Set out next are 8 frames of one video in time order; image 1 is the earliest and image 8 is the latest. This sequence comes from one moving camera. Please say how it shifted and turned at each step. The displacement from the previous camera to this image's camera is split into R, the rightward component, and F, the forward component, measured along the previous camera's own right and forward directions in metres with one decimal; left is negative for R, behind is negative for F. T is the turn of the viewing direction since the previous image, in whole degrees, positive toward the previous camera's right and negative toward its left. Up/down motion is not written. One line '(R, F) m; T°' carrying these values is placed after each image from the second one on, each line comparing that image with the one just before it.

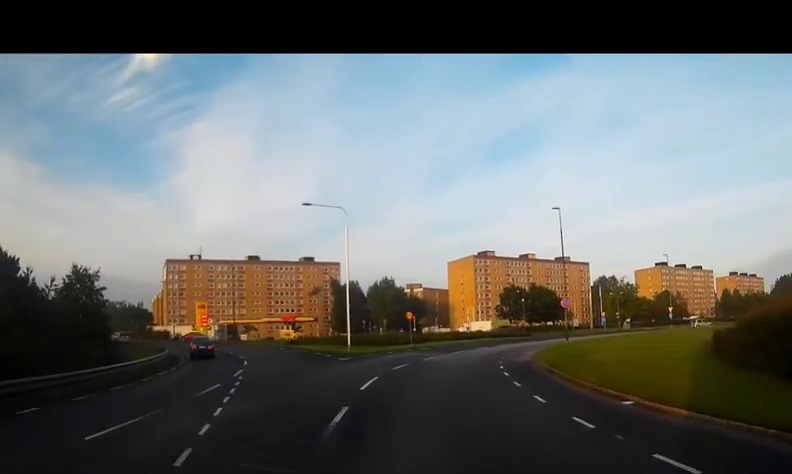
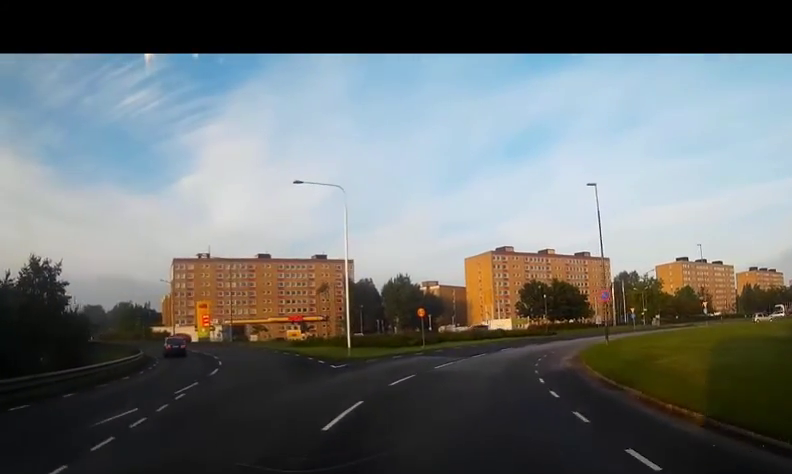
(-0.3, +5.8) m; 0°
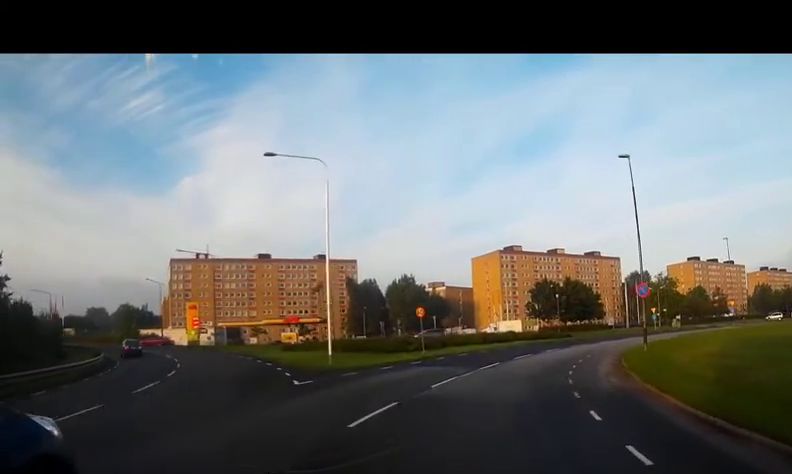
(0.0, +5.7) m; +2°
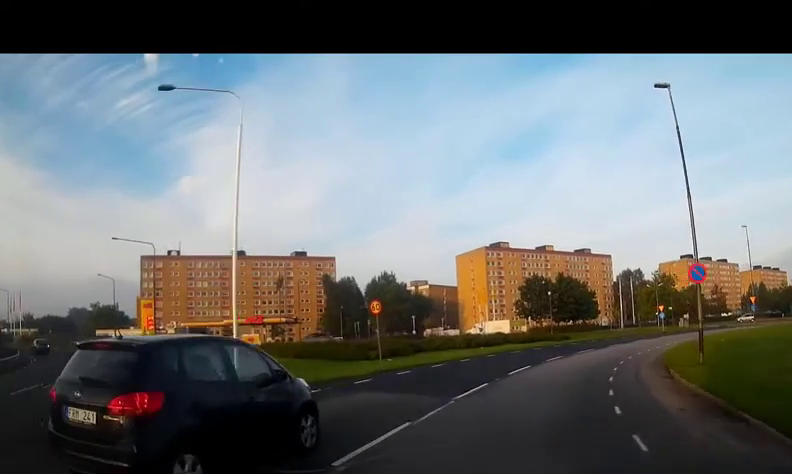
(+0.4, +8.3) m; +5°
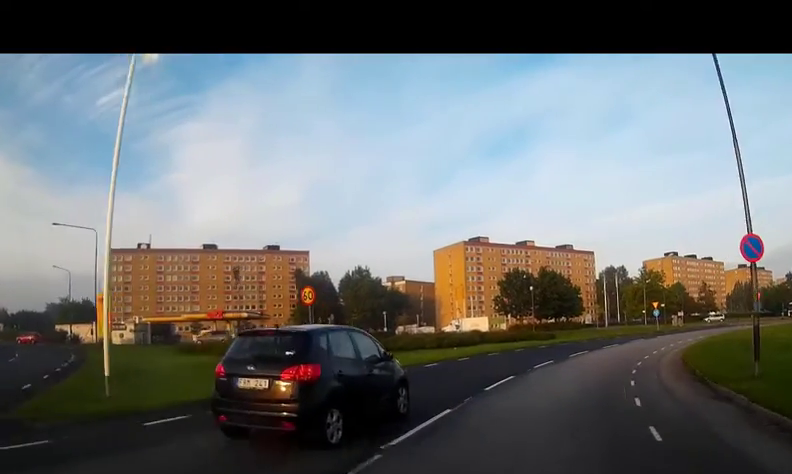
(+0.2, +5.3) m; +2°
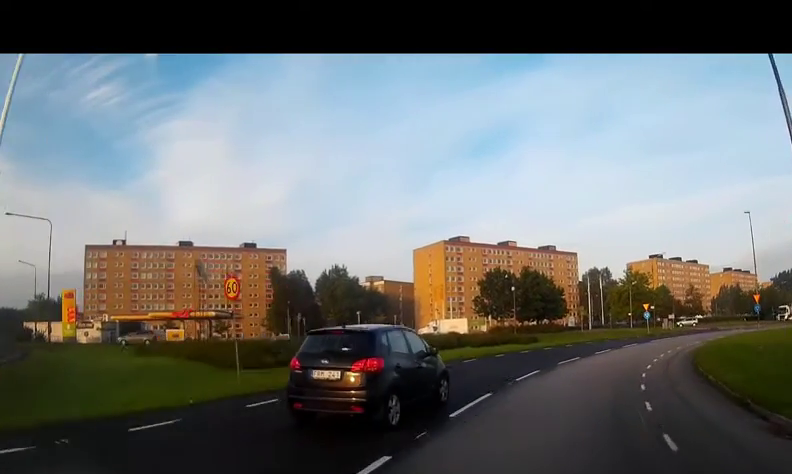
(0.0, +3.6) m; +2°
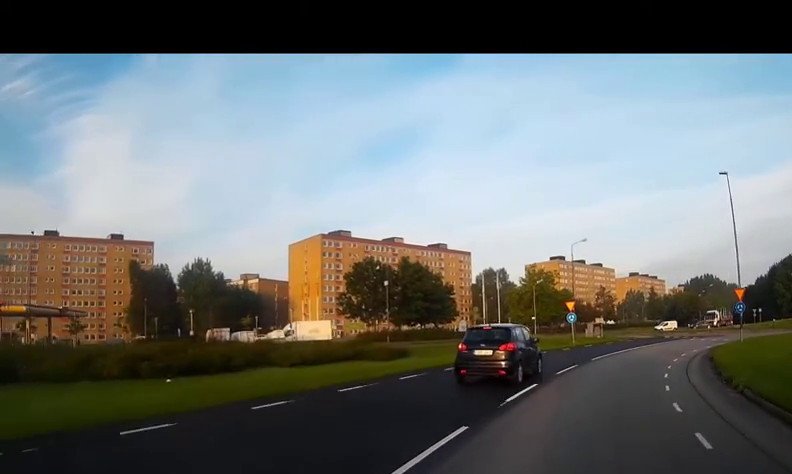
(+1.2, +14.5) m; +11°
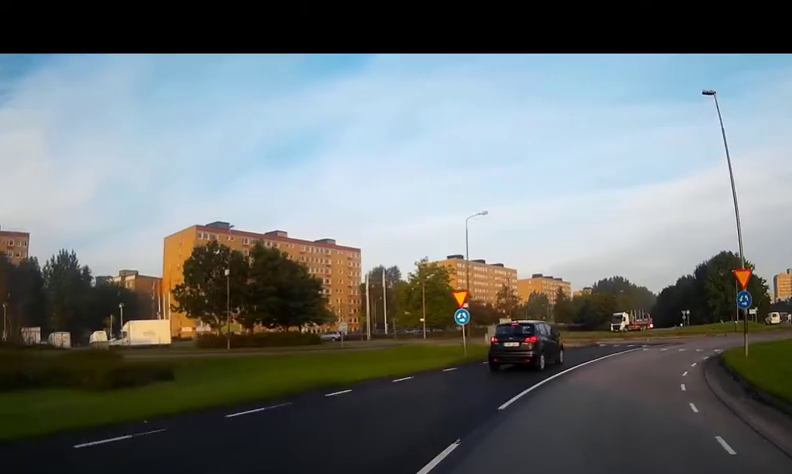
(+1.0, +12.6) m; +8°
